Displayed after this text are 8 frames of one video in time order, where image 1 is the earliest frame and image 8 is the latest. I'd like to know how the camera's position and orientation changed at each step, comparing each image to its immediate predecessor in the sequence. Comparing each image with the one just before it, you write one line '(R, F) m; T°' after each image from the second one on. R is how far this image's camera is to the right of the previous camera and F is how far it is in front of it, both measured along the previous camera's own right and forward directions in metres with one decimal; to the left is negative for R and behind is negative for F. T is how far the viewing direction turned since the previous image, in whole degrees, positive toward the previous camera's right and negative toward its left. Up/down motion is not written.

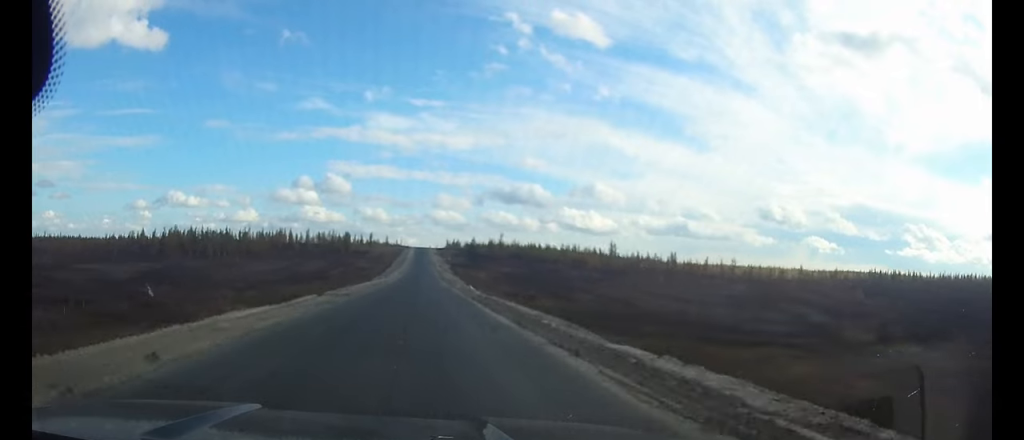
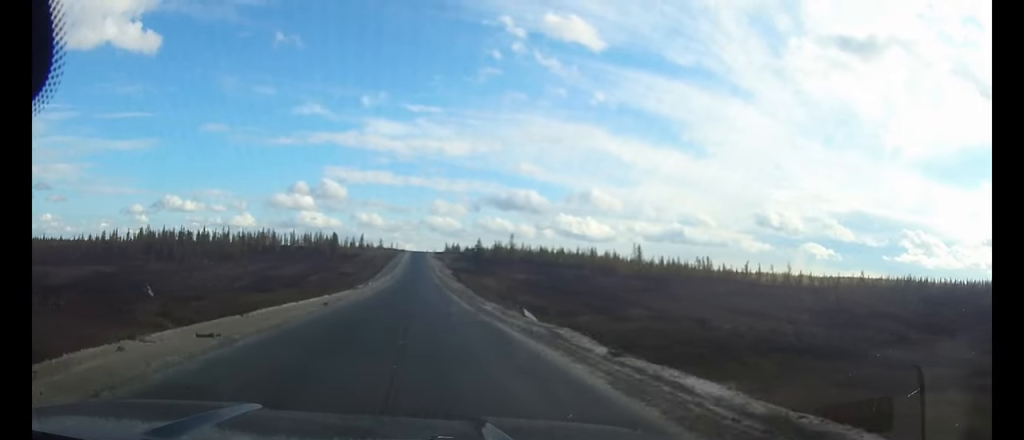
(0.0, +31.9) m; 0°
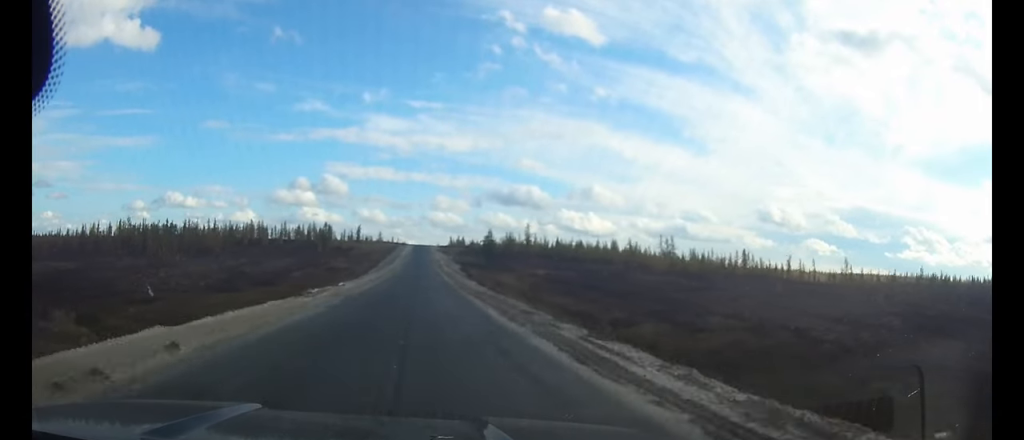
(0.0, +23.8) m; 0°
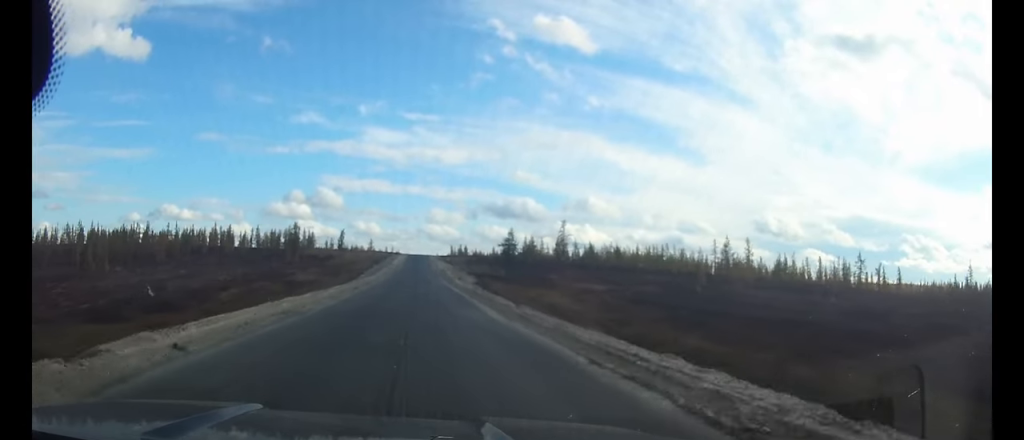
(+0.1, +44.6) m; 0°
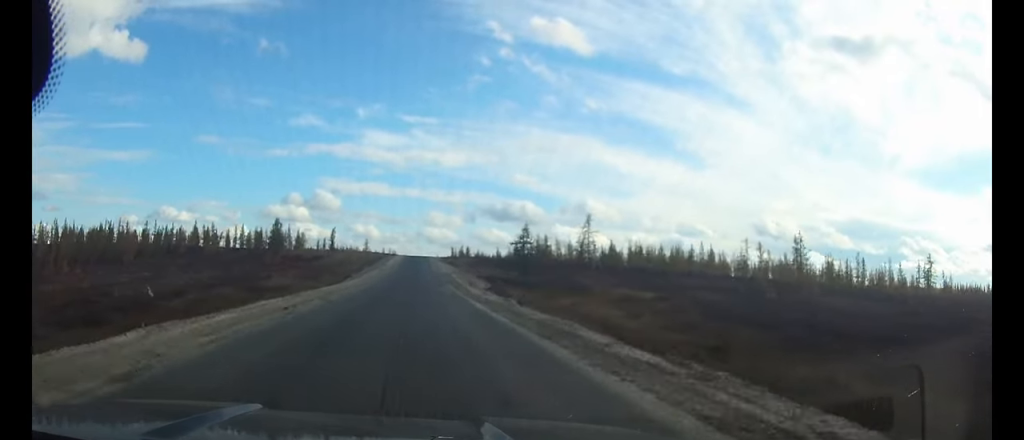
(0.0, +20.2) m; 0°
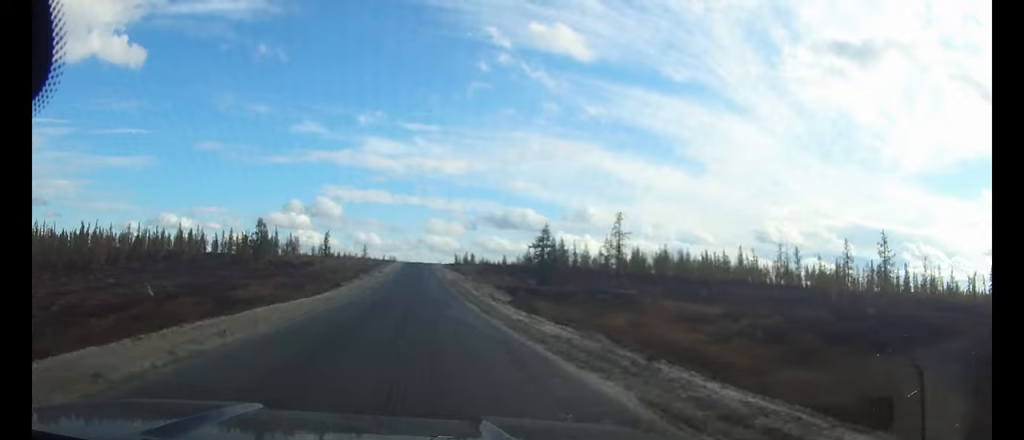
(0.0, +16.2) m; 0°
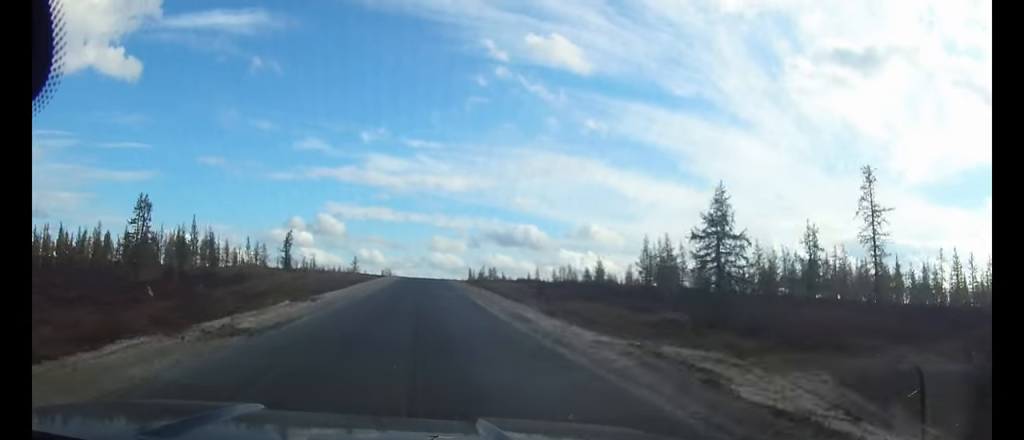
(0.0, +53.9) m; +1°
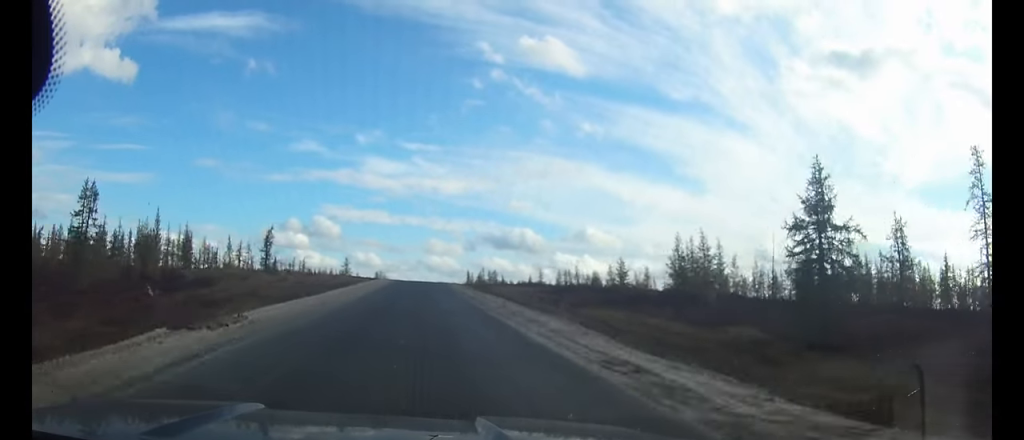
(+0.1, +11.2) m; 0°
